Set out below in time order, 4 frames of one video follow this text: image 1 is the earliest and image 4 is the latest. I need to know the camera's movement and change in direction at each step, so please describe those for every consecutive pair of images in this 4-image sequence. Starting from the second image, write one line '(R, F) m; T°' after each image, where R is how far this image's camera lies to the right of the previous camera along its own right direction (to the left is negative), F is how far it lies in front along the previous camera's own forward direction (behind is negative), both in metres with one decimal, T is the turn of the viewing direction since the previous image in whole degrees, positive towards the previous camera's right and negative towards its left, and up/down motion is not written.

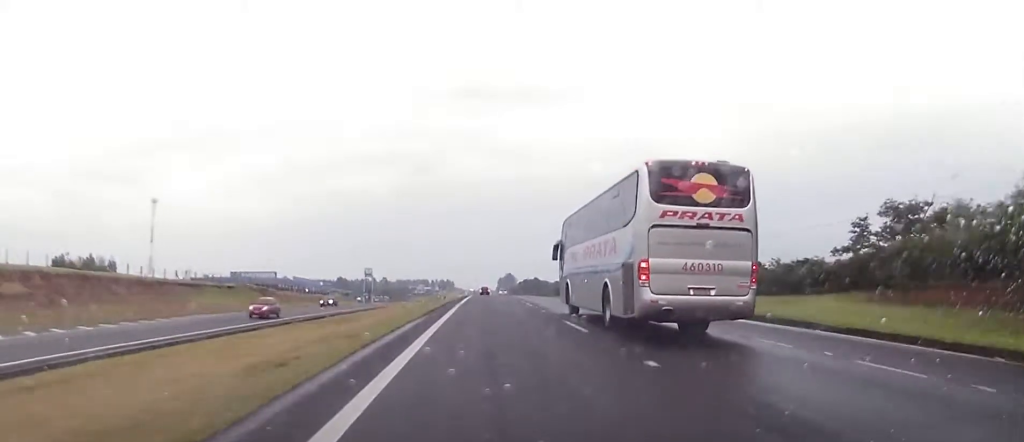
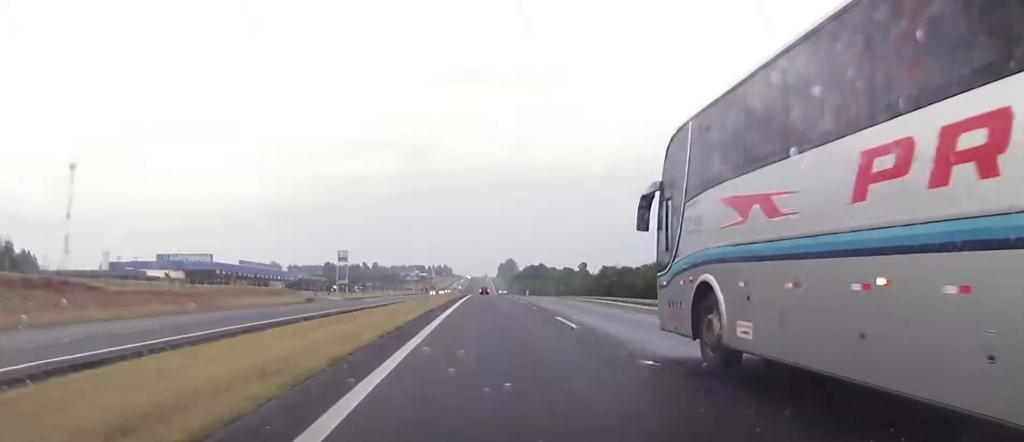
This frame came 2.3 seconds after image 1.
(+0.7, +66.7) m; 0°
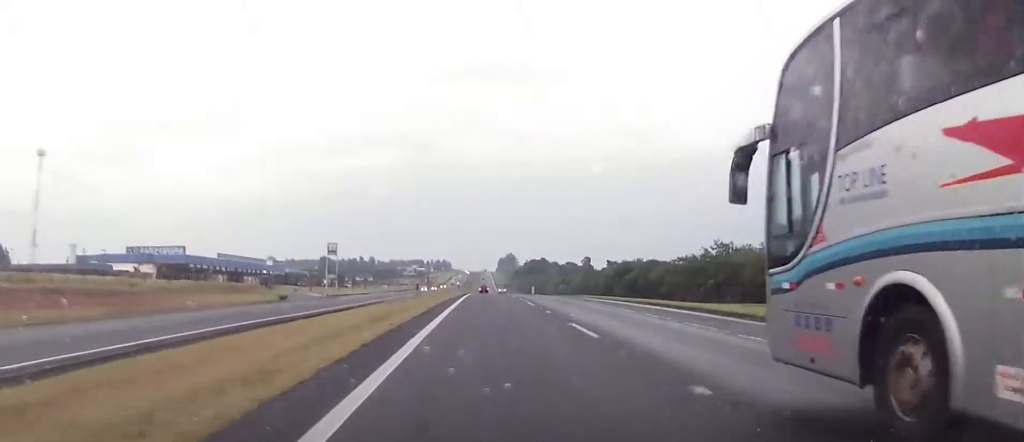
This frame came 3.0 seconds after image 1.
(-0.2, +19.9) m; 0°
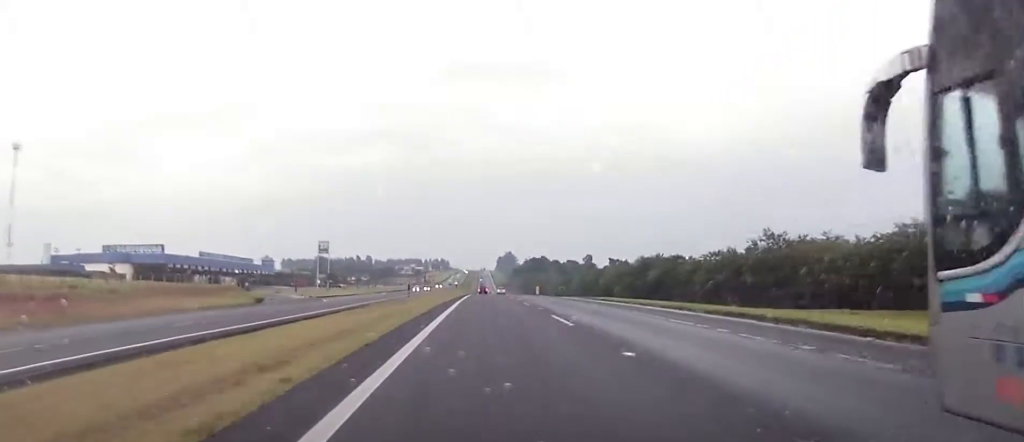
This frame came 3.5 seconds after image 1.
(-0.2, +13.2) m; 0°
